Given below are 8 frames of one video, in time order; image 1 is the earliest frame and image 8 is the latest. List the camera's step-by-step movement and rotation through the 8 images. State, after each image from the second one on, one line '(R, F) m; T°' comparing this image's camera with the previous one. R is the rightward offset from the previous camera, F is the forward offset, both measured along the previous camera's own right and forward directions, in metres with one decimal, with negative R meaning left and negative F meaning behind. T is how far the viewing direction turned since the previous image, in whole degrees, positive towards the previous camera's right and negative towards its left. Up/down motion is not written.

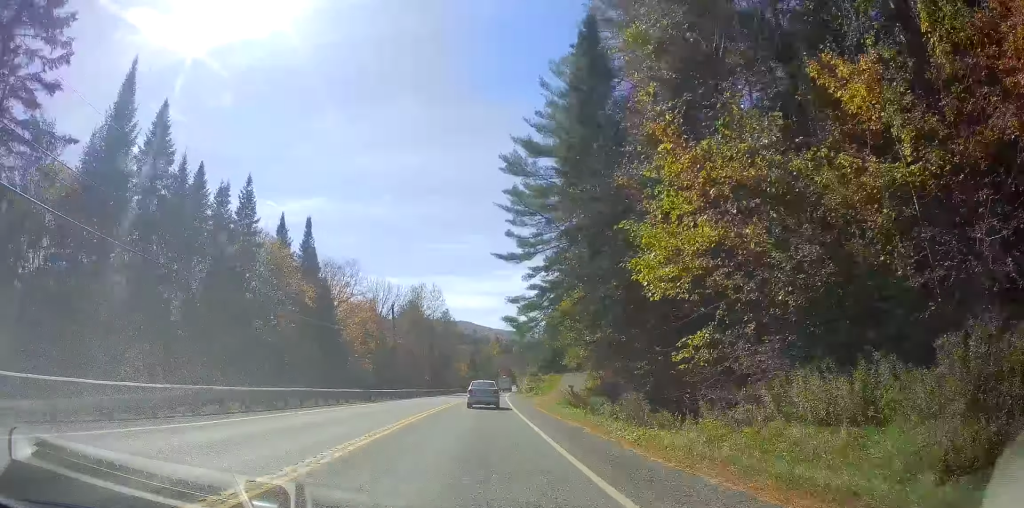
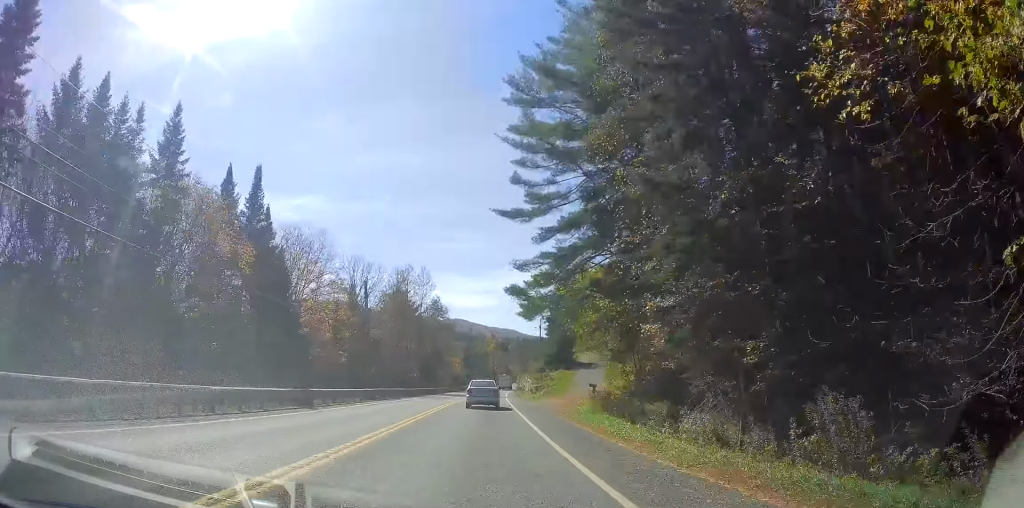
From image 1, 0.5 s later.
(-0.2, +13.5) m; +1°
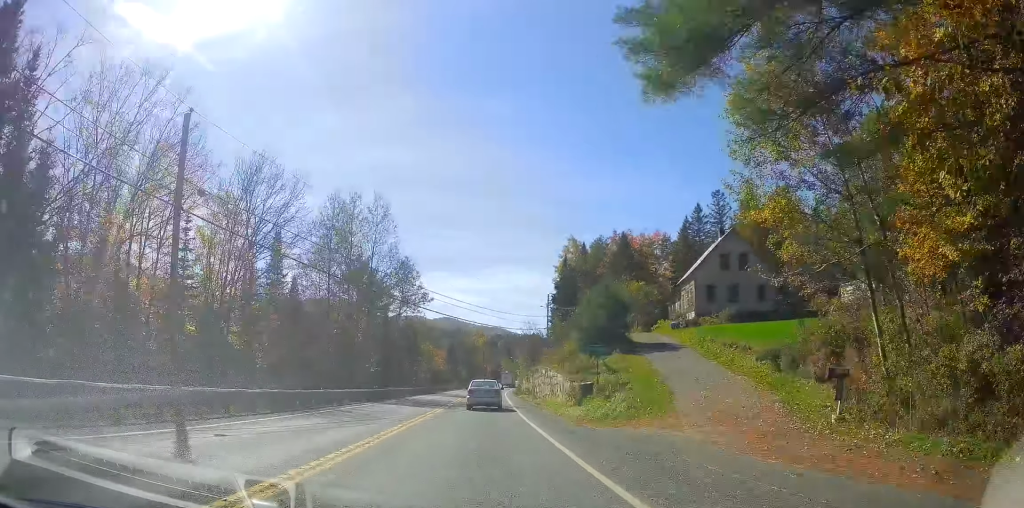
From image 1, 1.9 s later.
(+0.8, +32.4) m; +2°
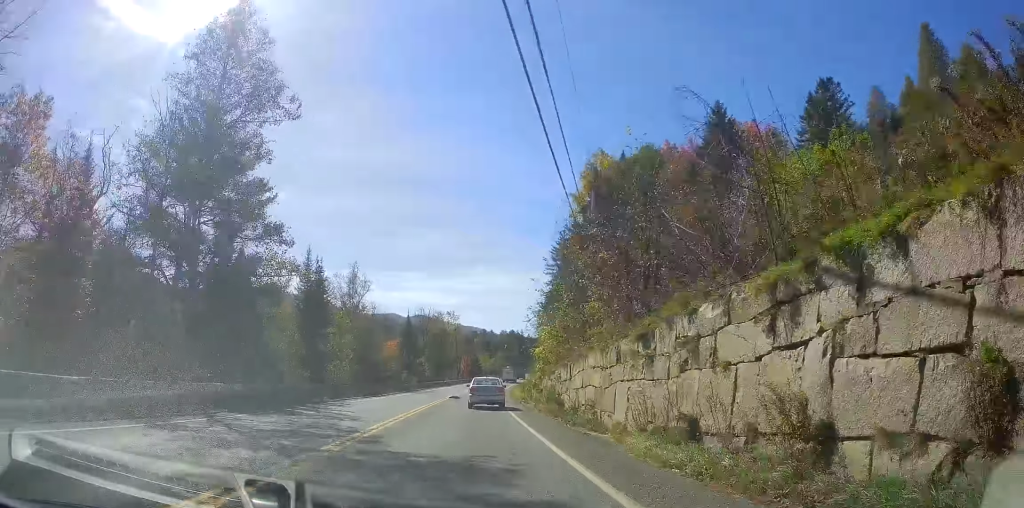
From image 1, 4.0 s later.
(+2.0, +49.3) m; +3°
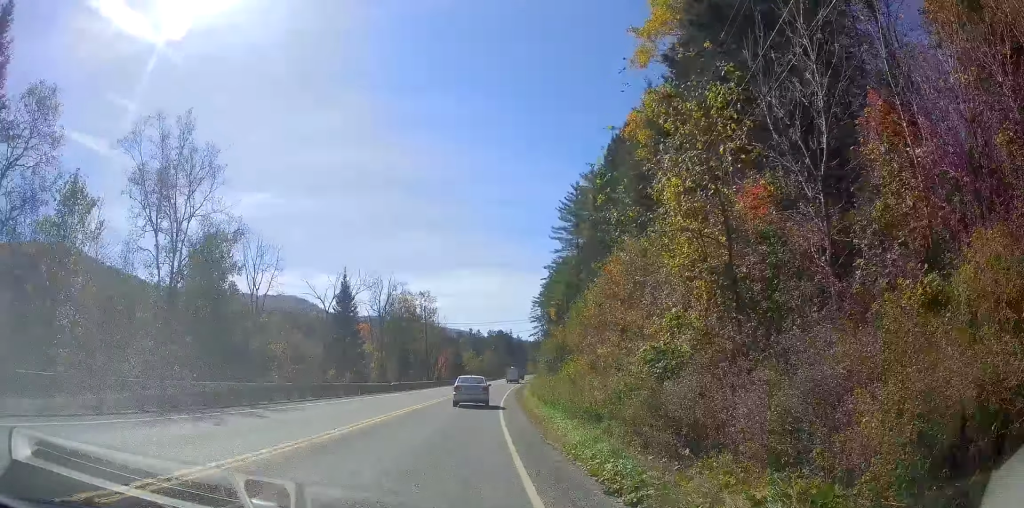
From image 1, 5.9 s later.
(-0.6, +39.1) m; +1°
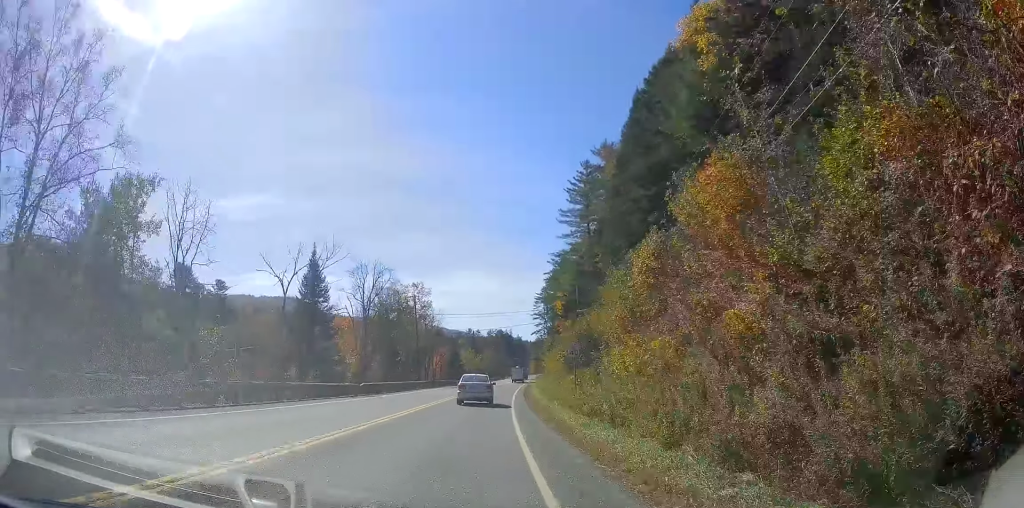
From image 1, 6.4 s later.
(+0.2, +12.0) m; +1°
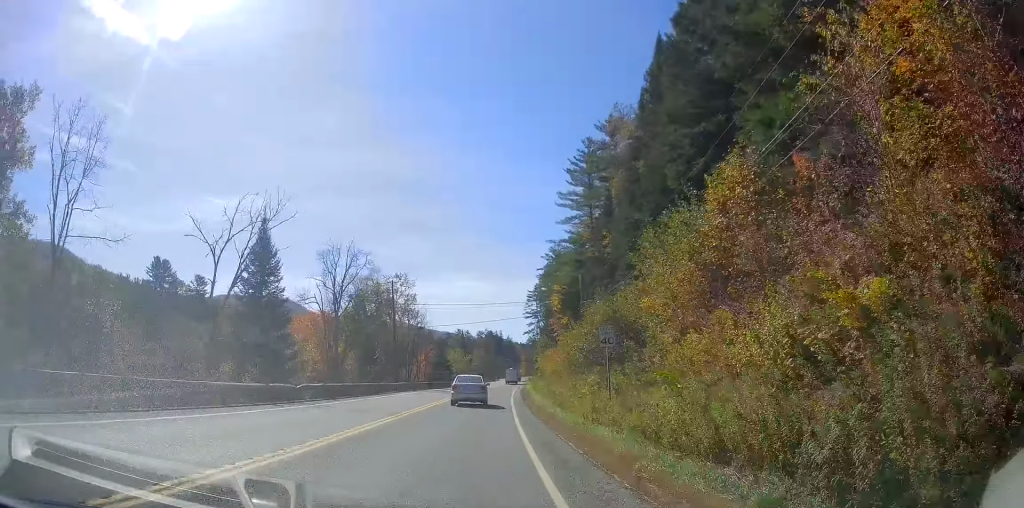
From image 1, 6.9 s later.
(+0.1, +10.5) m; 0°
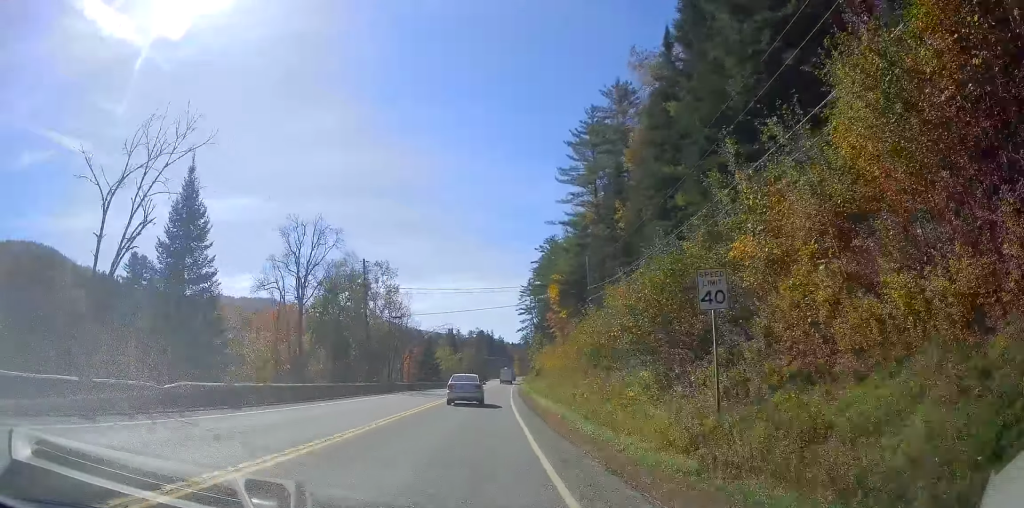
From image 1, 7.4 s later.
(0.0, +10.5) m; 0°
